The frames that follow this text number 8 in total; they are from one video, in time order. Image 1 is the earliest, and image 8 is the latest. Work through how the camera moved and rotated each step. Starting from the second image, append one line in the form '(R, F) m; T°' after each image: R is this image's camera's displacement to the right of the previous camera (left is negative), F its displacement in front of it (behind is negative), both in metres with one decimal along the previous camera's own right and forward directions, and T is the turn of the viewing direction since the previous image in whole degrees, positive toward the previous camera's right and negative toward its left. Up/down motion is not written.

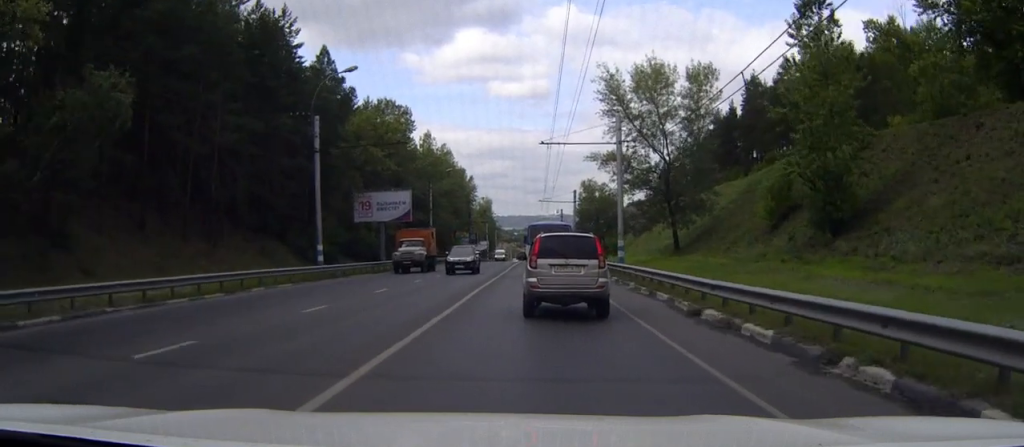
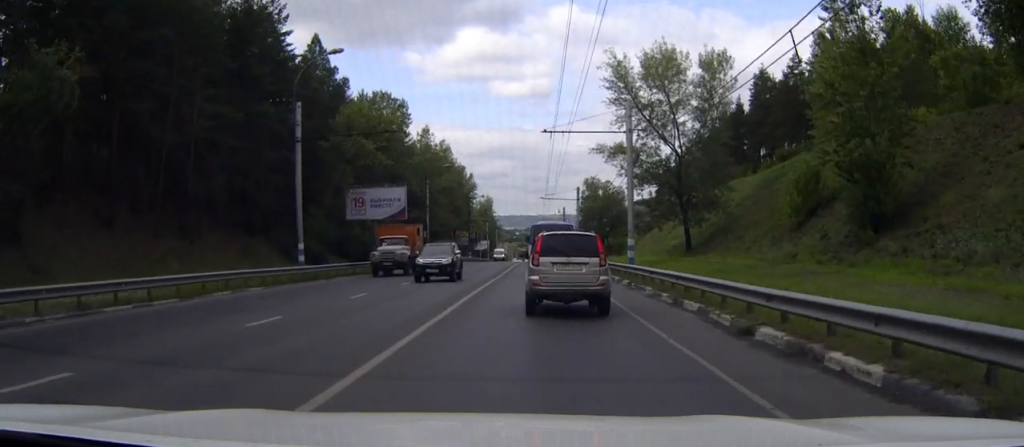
(0.0, +3.7) m; 0°
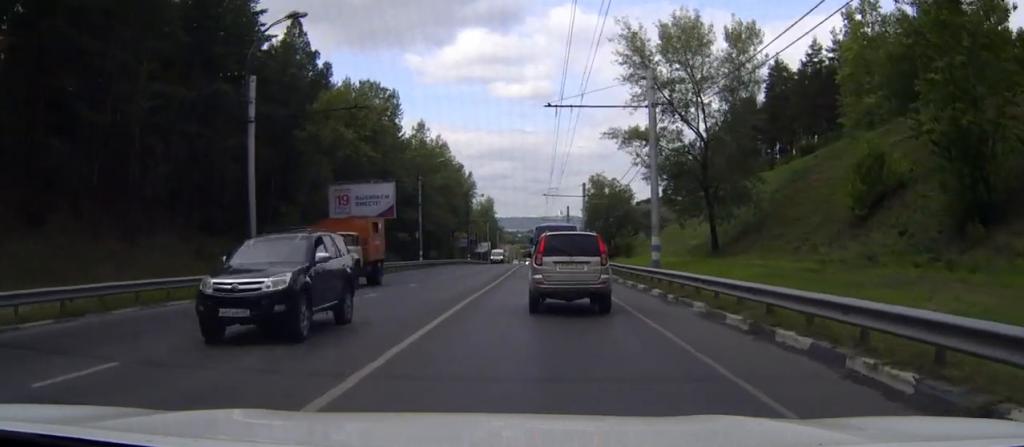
(0.0, +6.9) m; 0°
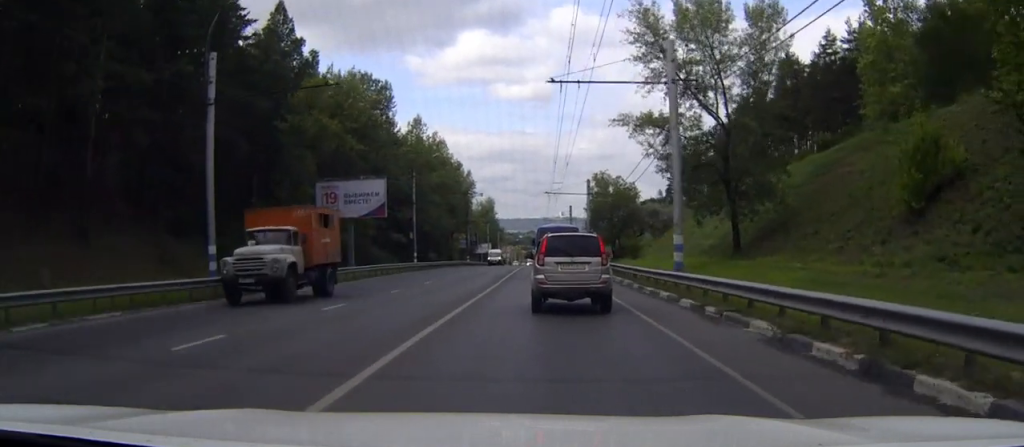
(0.0, +4.4) m; 0°
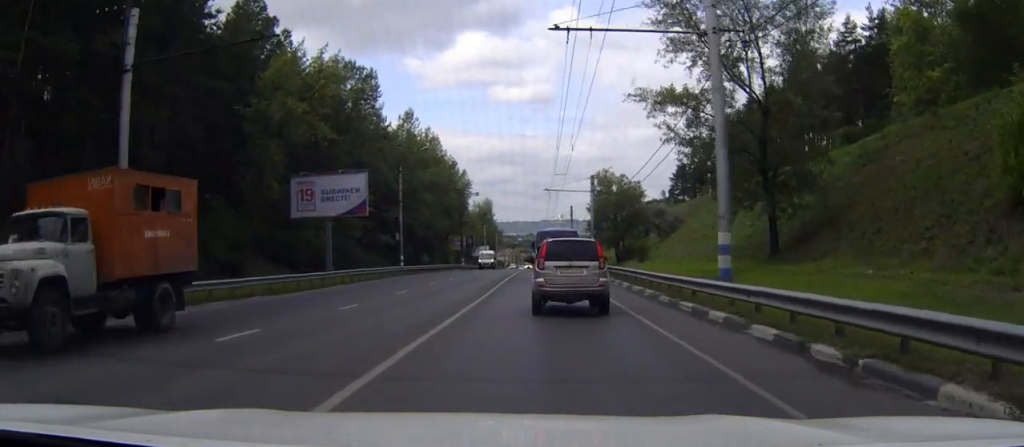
(0.0, +6.4) m; 0°
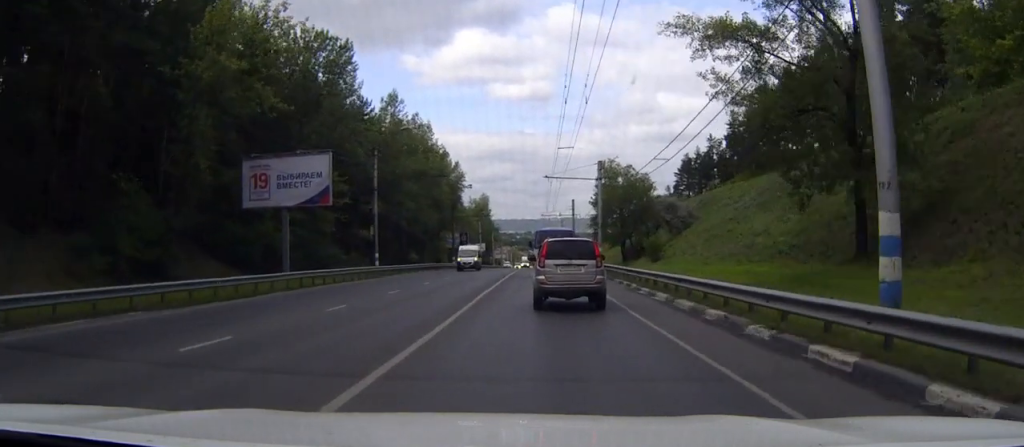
(0.0, +9.5) m; 0°
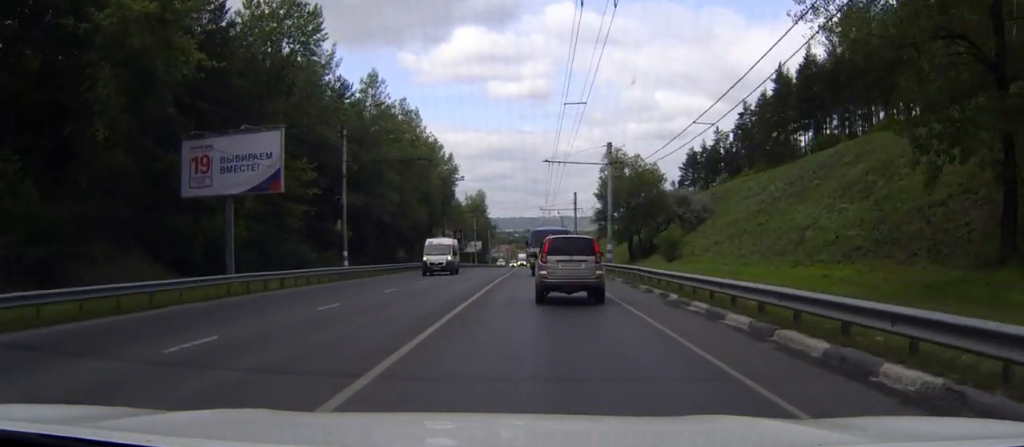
(0.0, +8.7) m; 0°
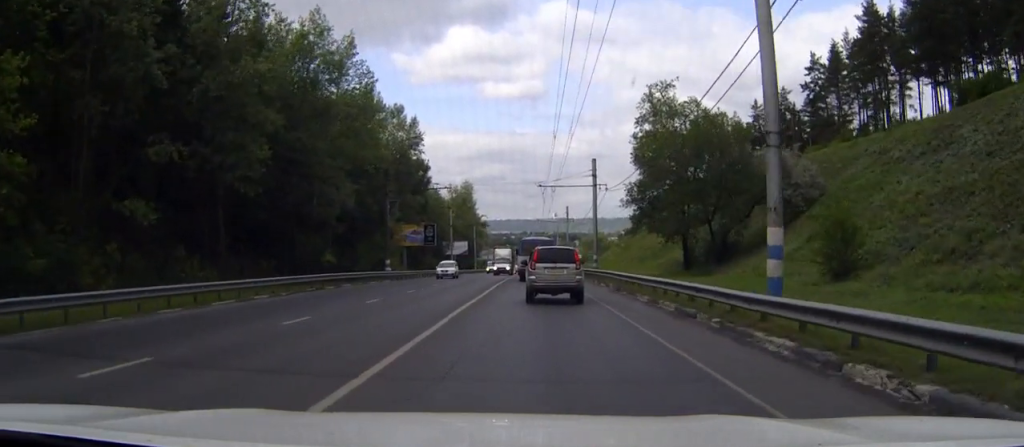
(0.0, +34.4) m; 0°
